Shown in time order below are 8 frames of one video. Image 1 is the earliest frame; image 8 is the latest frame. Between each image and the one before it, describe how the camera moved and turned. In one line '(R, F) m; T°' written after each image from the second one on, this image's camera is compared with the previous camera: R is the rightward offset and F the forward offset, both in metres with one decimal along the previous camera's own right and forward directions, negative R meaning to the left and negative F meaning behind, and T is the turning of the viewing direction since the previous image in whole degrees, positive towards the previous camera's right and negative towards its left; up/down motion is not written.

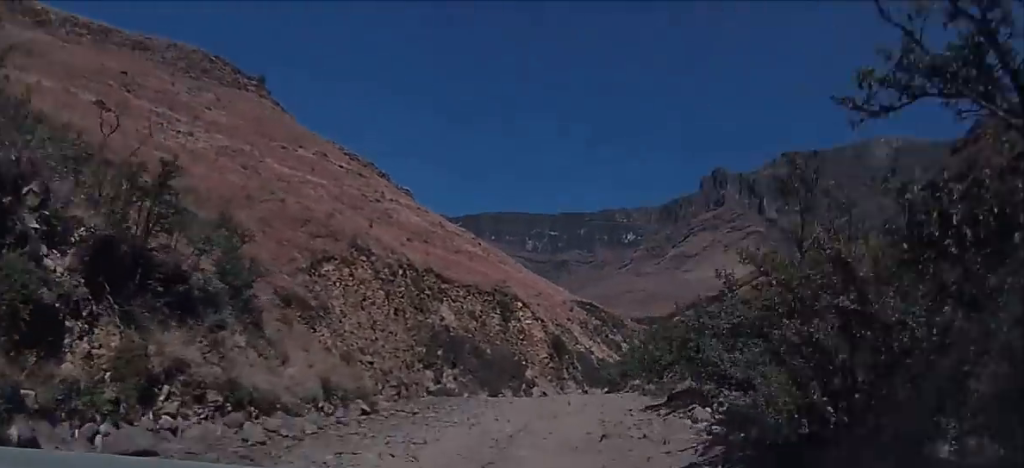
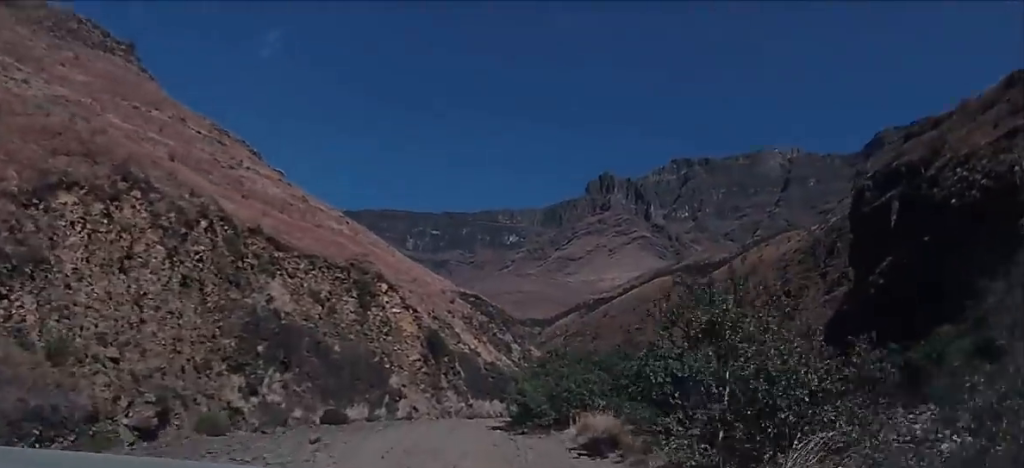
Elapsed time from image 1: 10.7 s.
(+0.7, +16.3) m; +4°
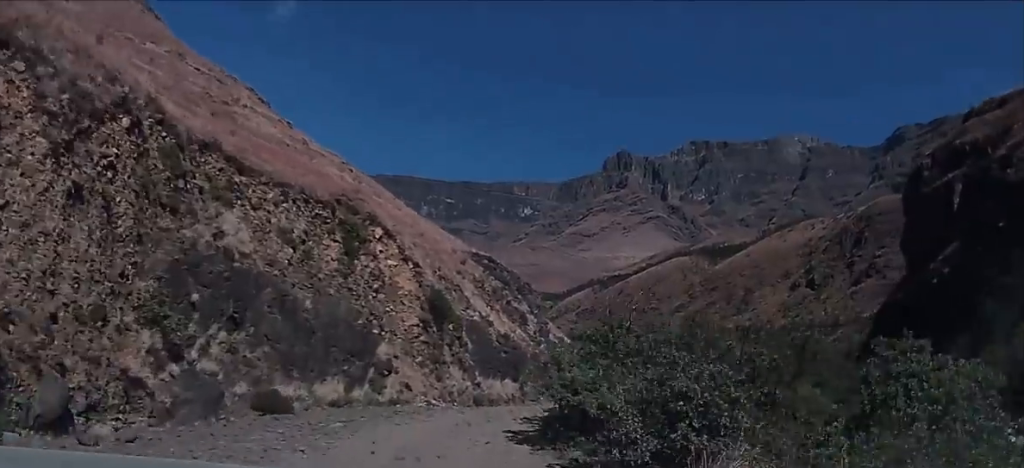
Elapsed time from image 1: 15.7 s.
(0.0, +8.1) m; +3°
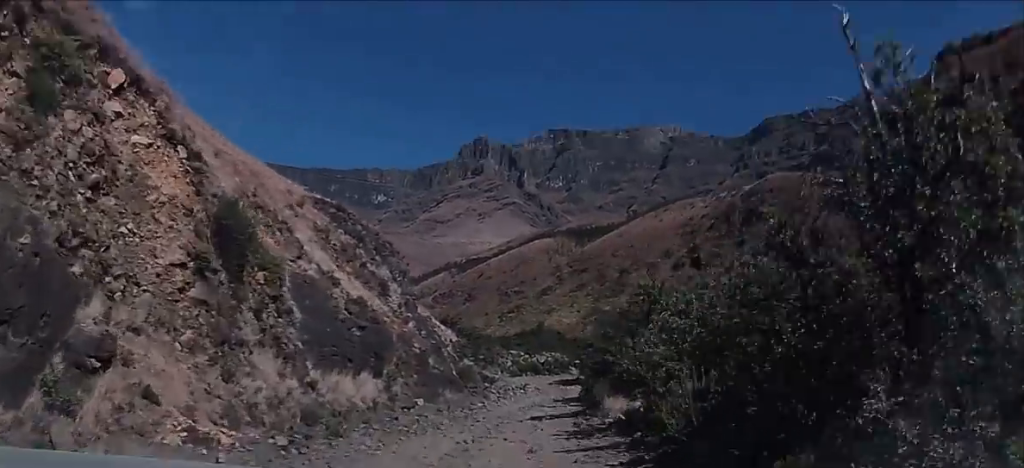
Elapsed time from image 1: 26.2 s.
(+1.2, +16.6) m; +12°
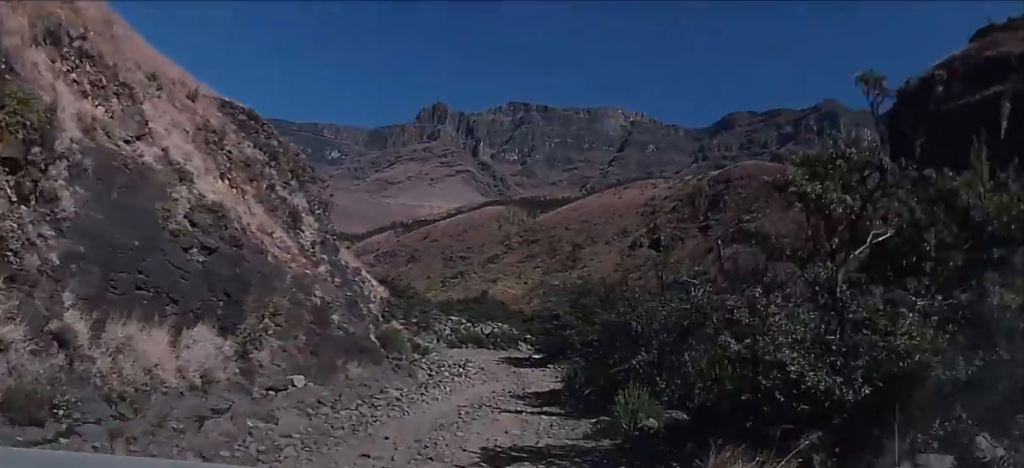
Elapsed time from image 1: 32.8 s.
(+1.0, +10.4) m; +5°
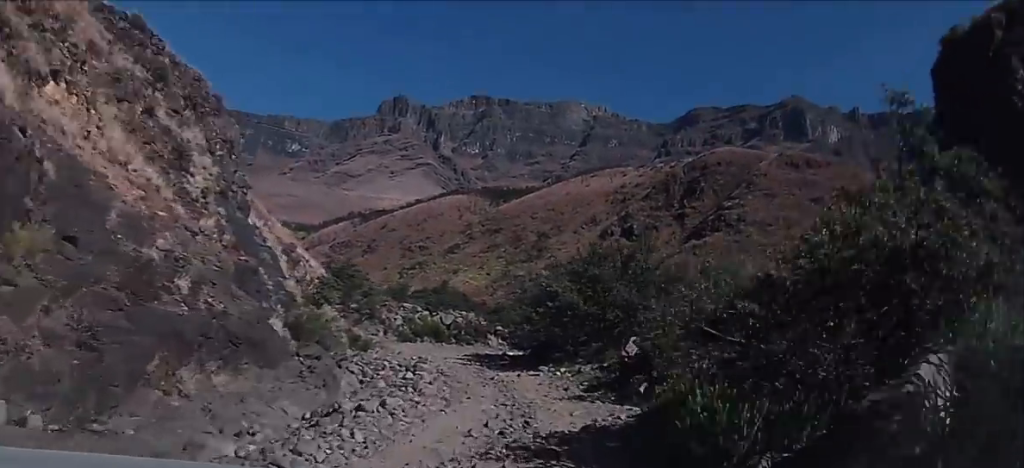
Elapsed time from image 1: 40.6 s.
(+0.3, +11.8) m; +1°
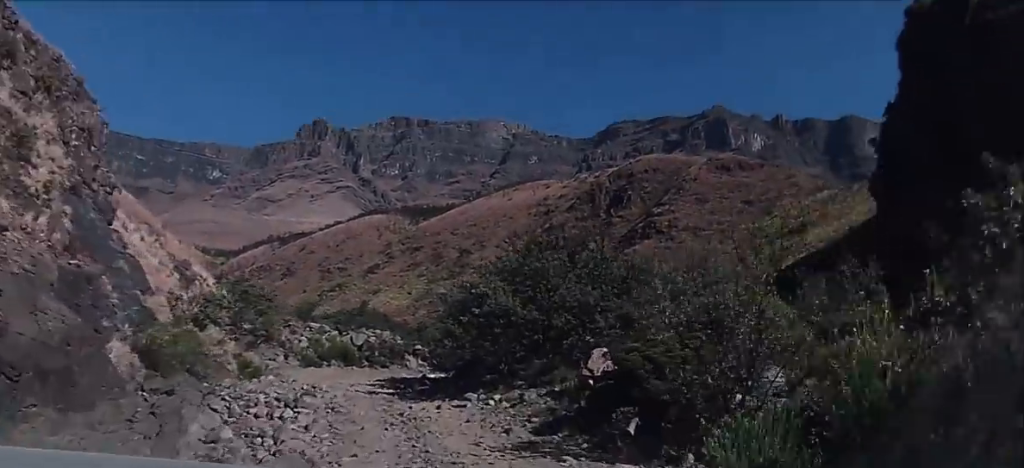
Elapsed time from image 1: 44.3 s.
(0.0, +5.5) m; 0°
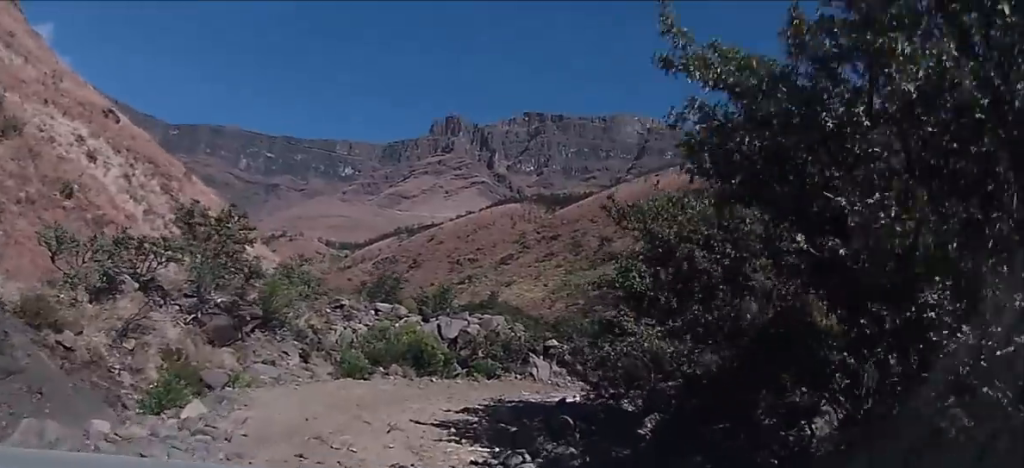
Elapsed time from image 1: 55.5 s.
(-0.2, +15.0) m; -3°
